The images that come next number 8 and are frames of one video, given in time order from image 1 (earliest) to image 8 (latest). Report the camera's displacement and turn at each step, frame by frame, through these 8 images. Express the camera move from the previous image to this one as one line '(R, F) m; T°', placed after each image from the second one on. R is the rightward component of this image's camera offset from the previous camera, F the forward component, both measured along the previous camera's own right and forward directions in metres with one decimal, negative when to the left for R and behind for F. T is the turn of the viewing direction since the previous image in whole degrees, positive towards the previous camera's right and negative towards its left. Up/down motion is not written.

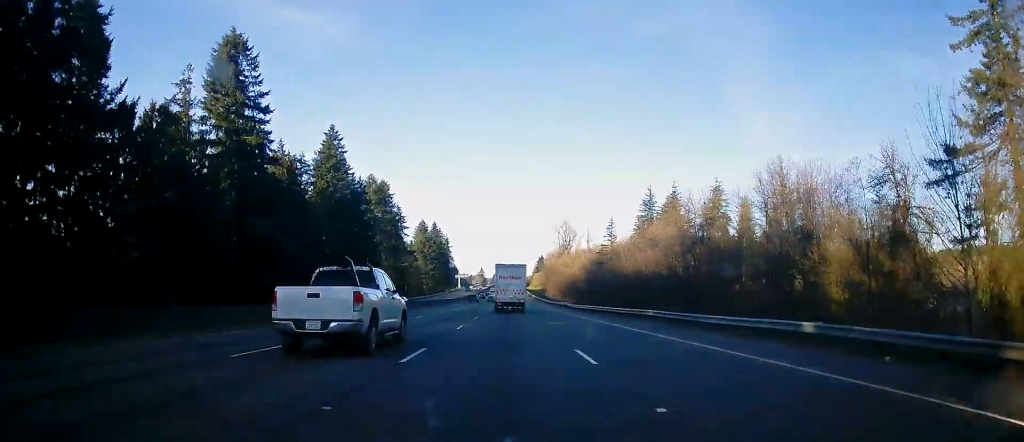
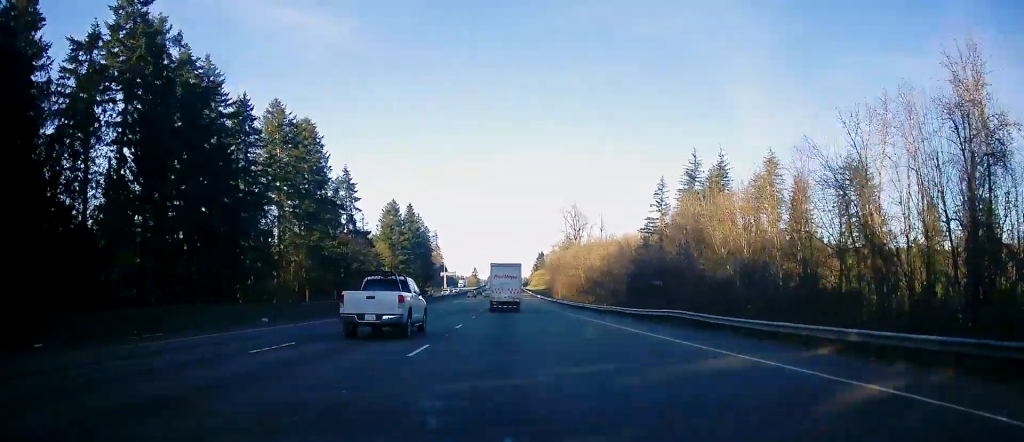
(0.0, +59.6) m; +1°
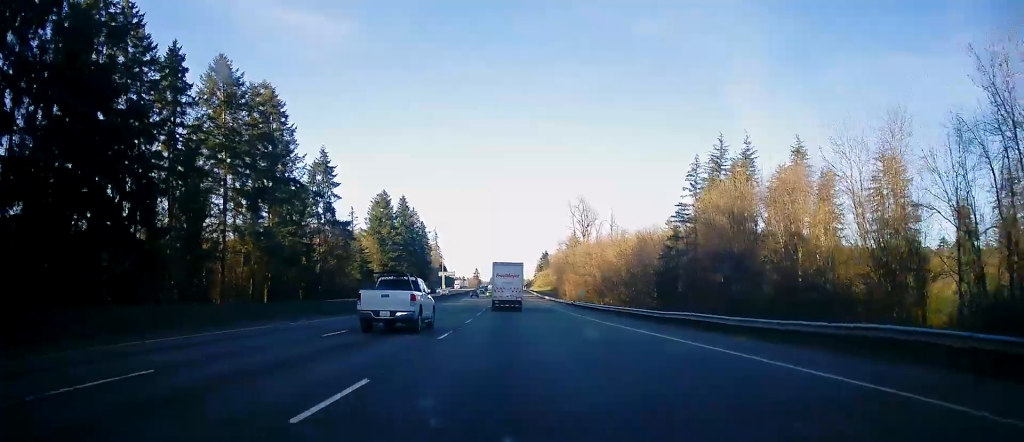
(0.0, +19.3) m; 0°
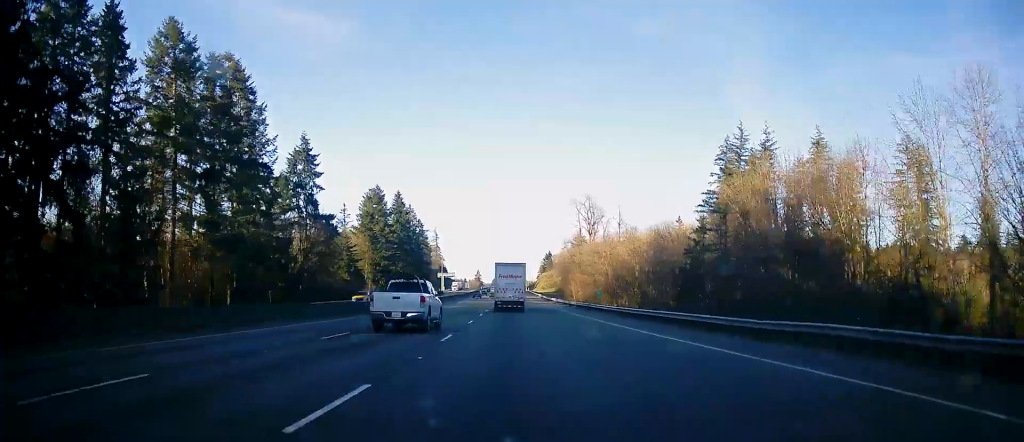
(+0.1, +12.5) m; 0°
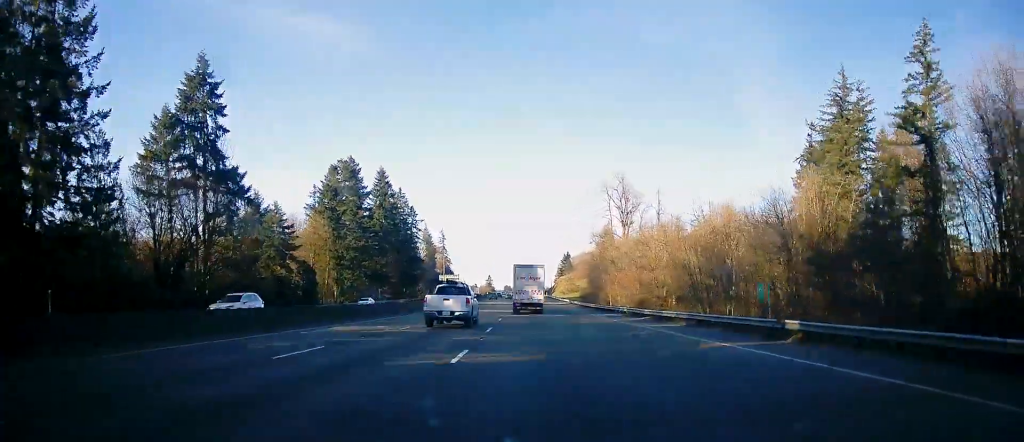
(-0.5, +42.4) m; -1°
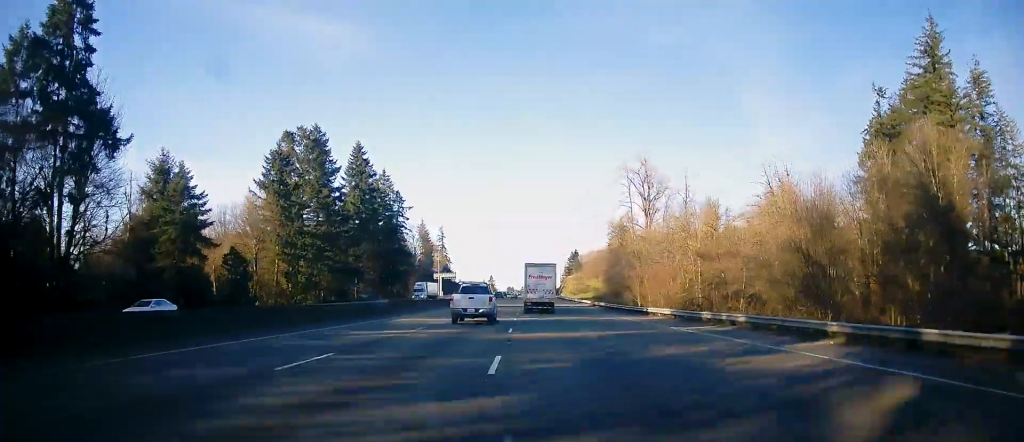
(-0.2, +26.2) m; -1°
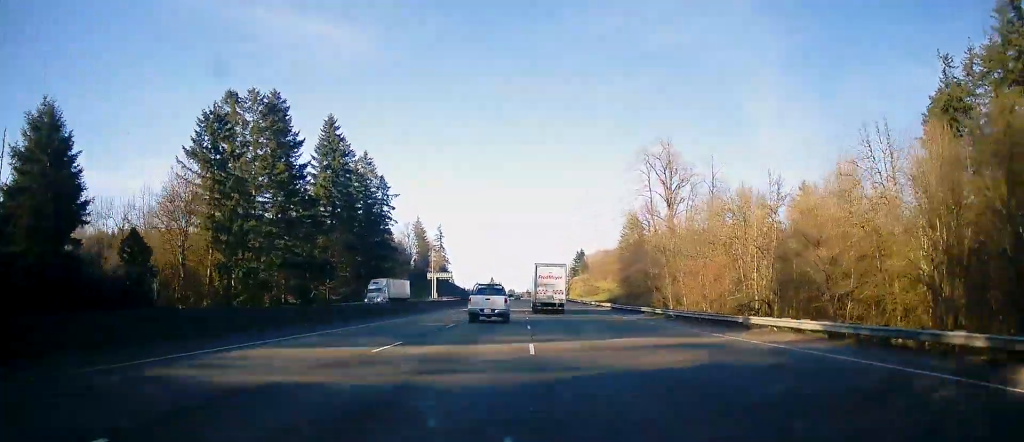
(-0.2, +20.5) m; 0°
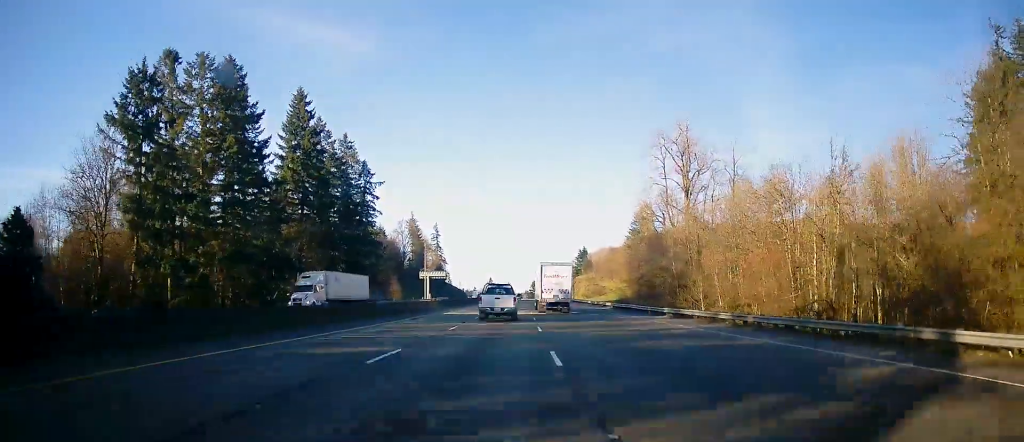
(+0.2, +14.6) m; +1°
